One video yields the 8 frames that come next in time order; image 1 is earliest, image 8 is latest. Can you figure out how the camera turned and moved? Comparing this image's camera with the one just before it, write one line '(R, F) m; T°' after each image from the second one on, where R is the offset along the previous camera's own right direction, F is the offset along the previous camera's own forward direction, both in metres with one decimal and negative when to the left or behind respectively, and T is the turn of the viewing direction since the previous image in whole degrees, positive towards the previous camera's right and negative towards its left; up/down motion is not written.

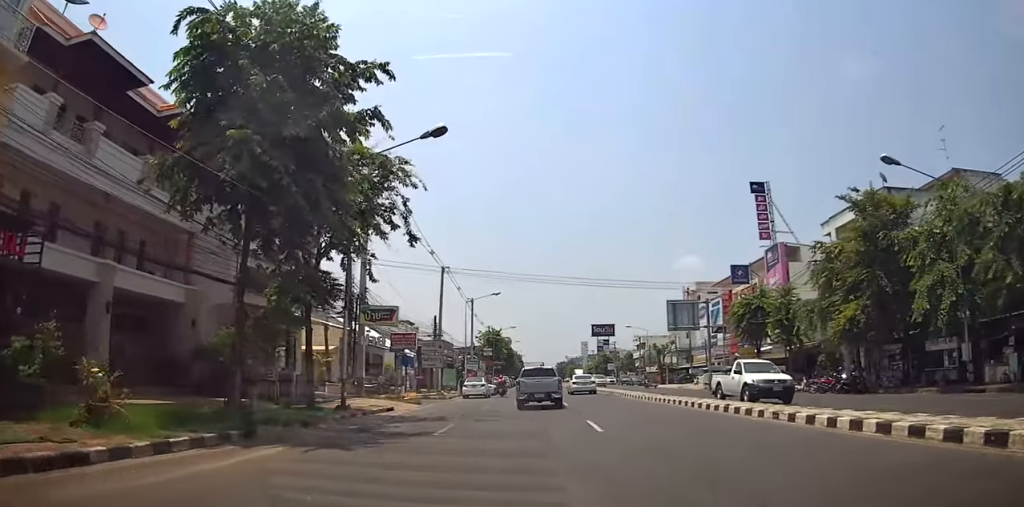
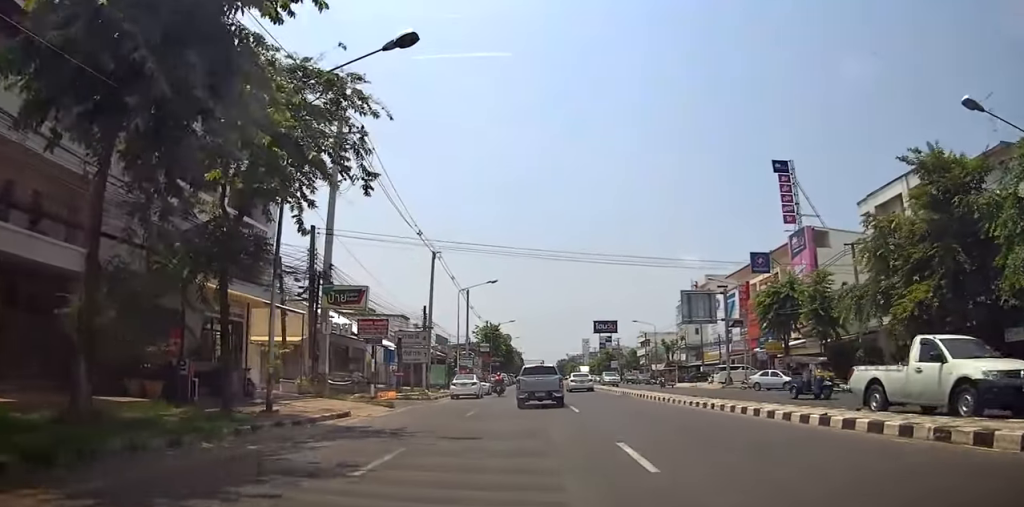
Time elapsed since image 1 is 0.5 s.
(0.0, +5.2) m; +1°
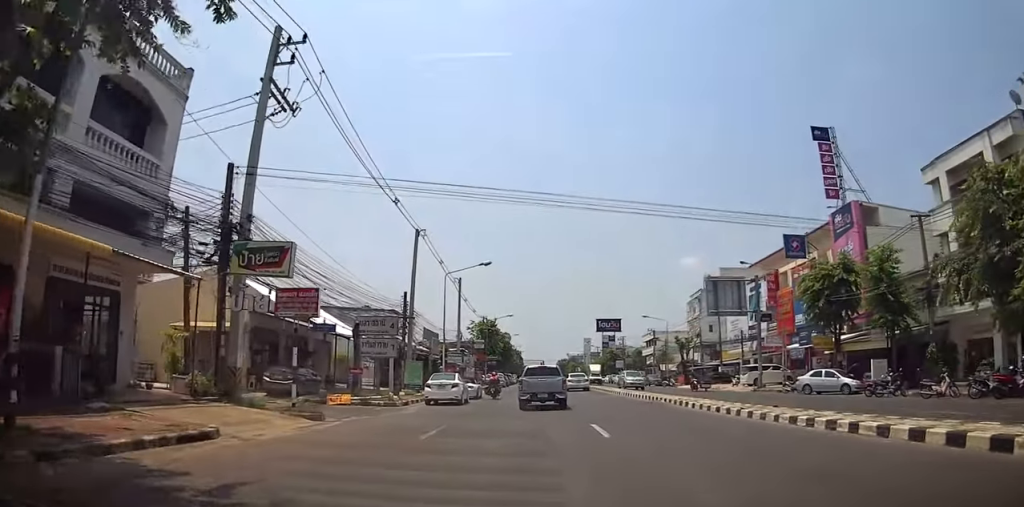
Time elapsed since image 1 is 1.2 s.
(0.0, +7.2) m; +2°
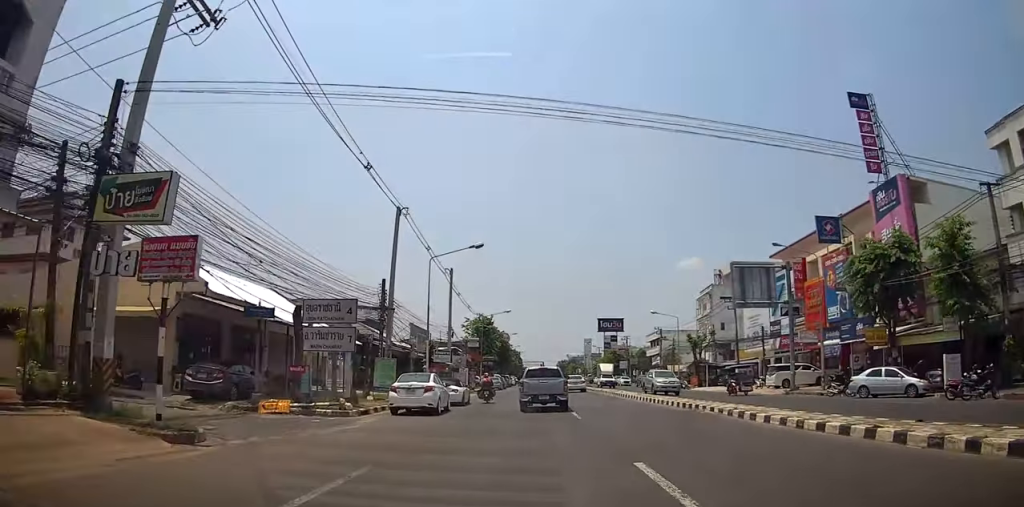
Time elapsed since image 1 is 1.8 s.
(+0.2, +5.6) m; 0°
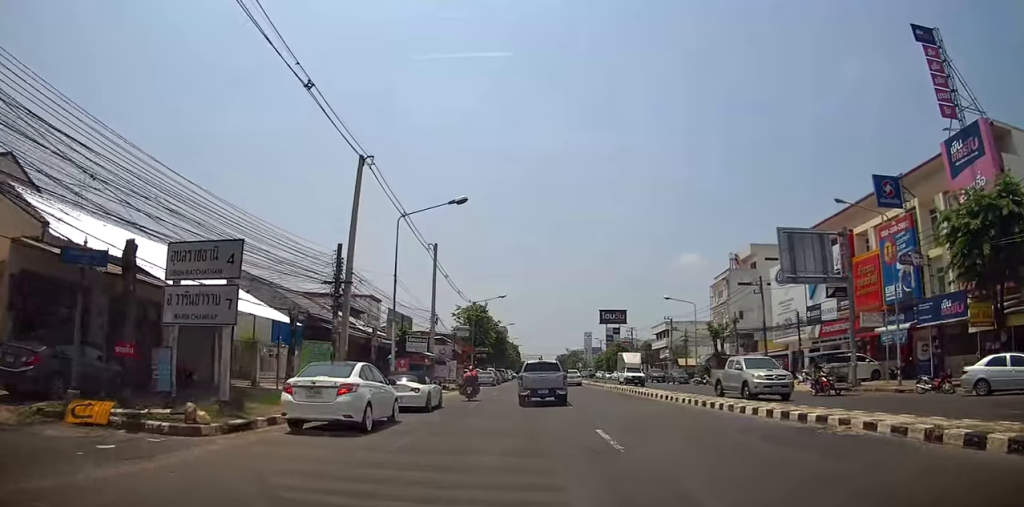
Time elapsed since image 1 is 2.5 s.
(+0.1, +7.7) m; -1°
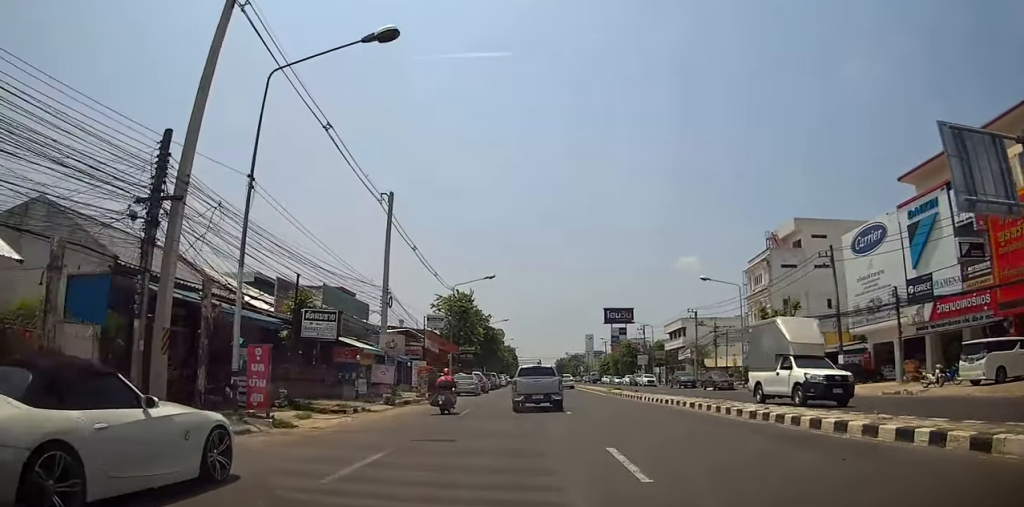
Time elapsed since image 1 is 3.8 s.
(-0.5, +13.7) m; -3°
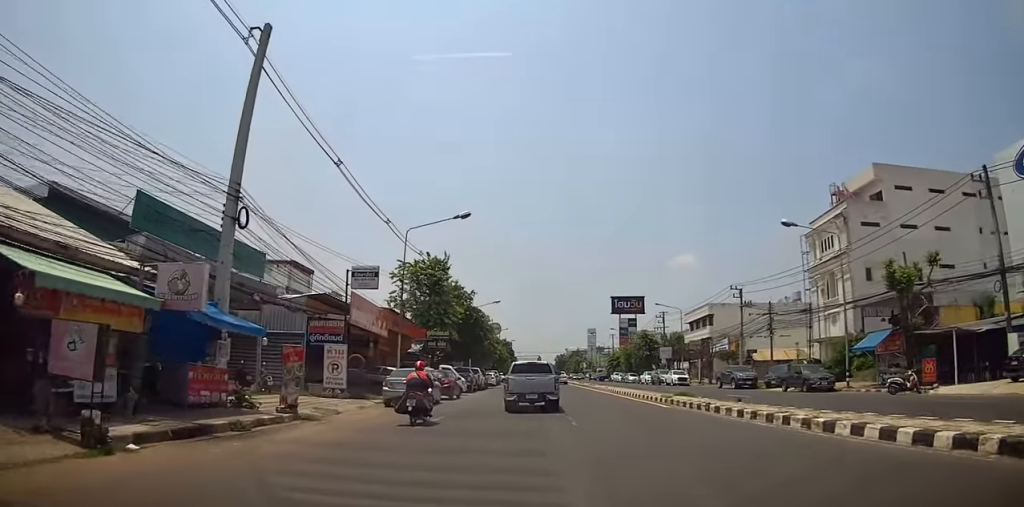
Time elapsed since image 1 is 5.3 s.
(-0.1, +16.3) m; -1°
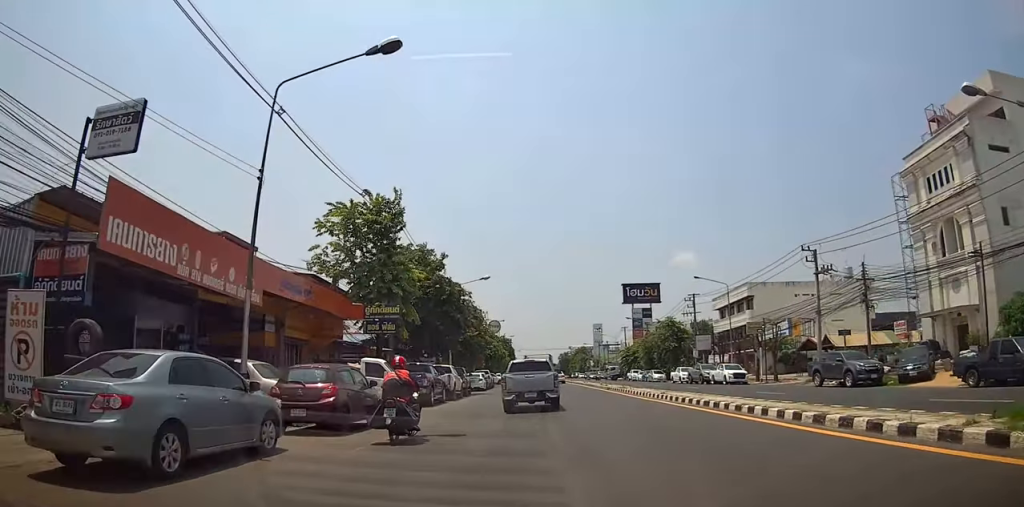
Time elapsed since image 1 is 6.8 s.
(0.0, +16.0) m; 0°
